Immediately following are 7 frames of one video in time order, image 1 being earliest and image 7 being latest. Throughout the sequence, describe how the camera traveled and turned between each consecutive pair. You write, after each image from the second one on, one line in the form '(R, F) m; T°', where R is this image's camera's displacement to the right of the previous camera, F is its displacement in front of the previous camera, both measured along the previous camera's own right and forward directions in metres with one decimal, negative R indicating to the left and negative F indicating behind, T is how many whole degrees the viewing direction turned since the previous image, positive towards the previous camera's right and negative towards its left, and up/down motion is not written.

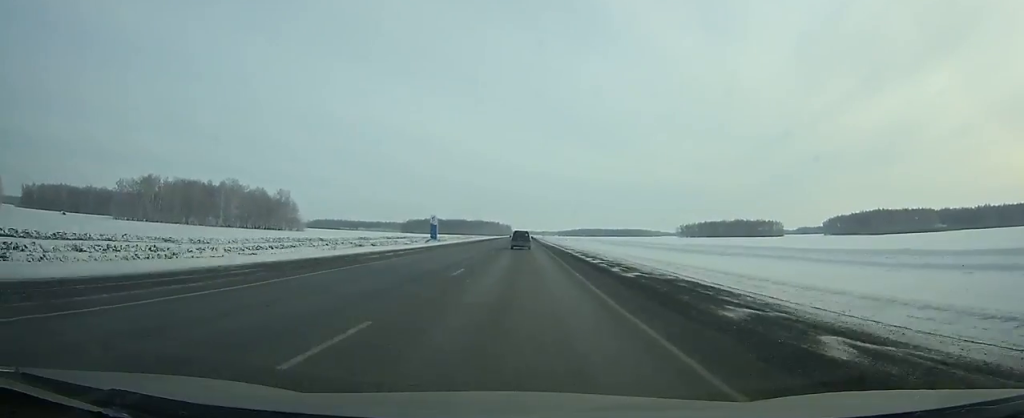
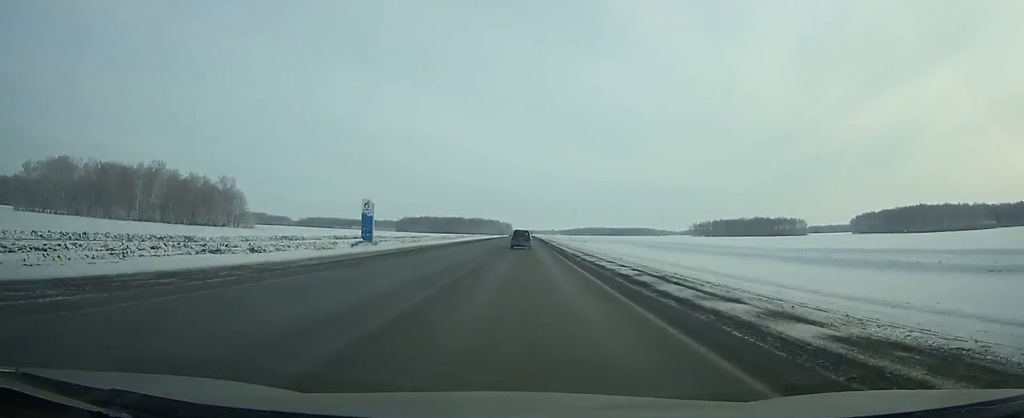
(0.0, +61.1) m; 0°
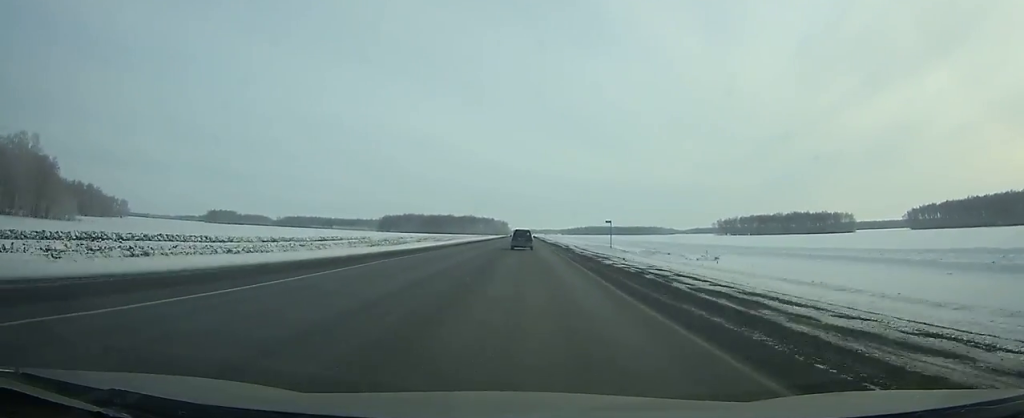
(0.0, +110.1) m; 0°
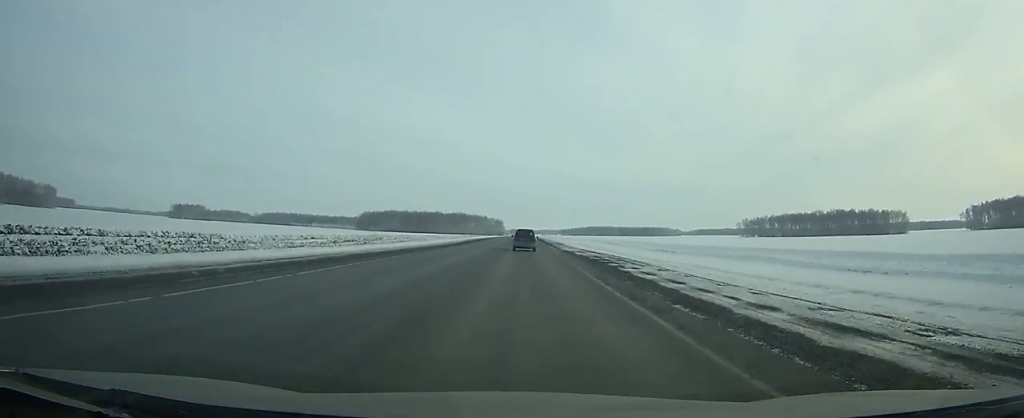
(+0.1, +92.0) m; 0°
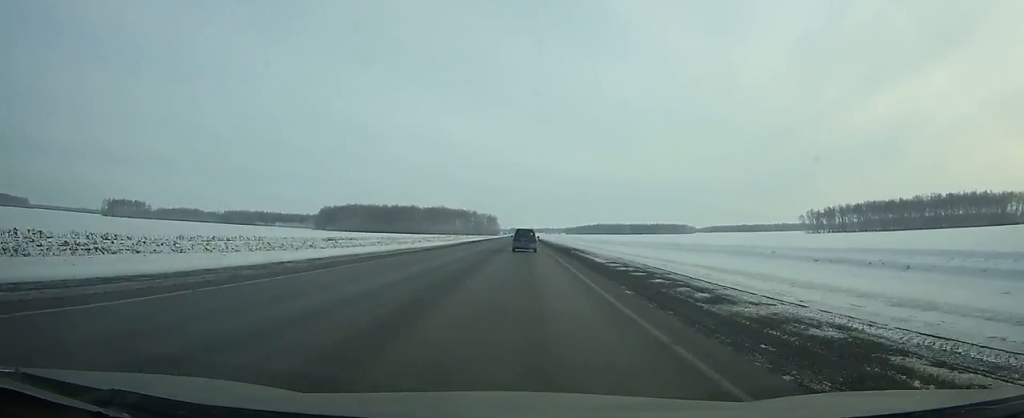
(+0.1, +145.8) m; 0°
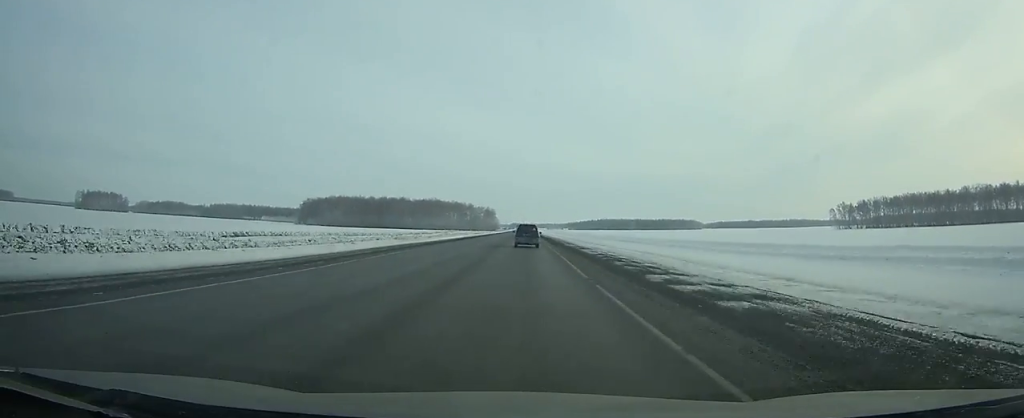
(0.0, +49.9) m; 0°
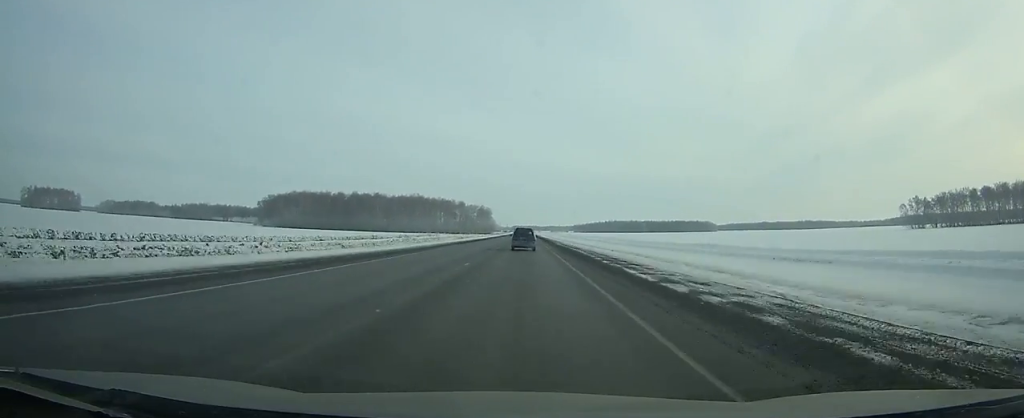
(-0.1, +88.1) m; 0°
